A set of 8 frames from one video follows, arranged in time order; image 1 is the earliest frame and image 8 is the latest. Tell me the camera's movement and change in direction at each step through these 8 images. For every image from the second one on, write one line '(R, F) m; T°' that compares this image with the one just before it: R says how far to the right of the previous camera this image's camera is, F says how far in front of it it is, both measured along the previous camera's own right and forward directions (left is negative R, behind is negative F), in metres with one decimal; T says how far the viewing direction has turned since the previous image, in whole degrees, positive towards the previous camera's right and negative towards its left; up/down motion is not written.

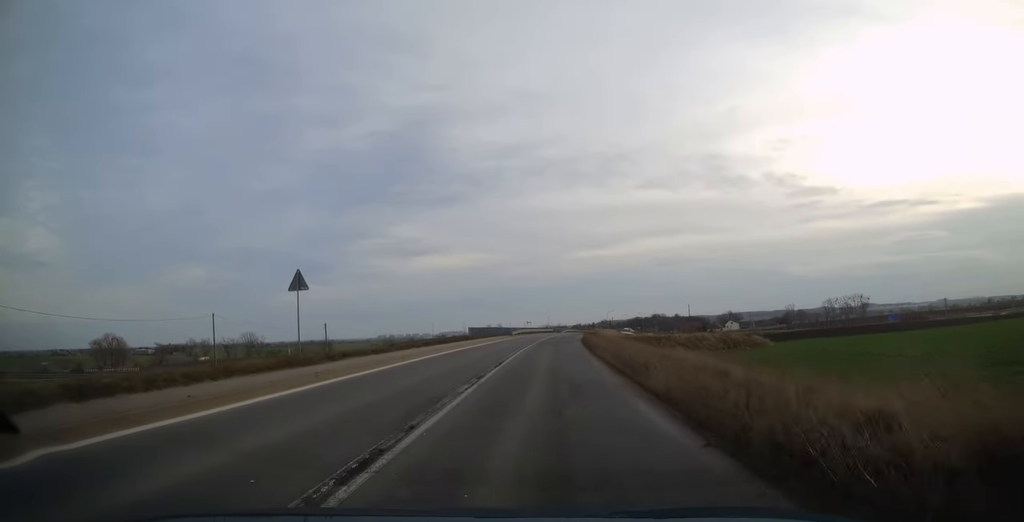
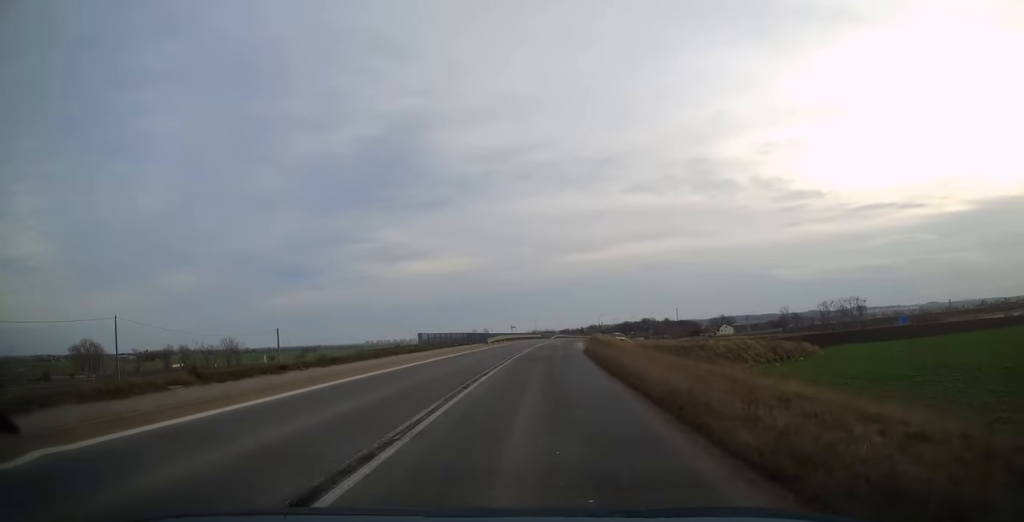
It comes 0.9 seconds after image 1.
(+0.4, +17.6) m; +1°
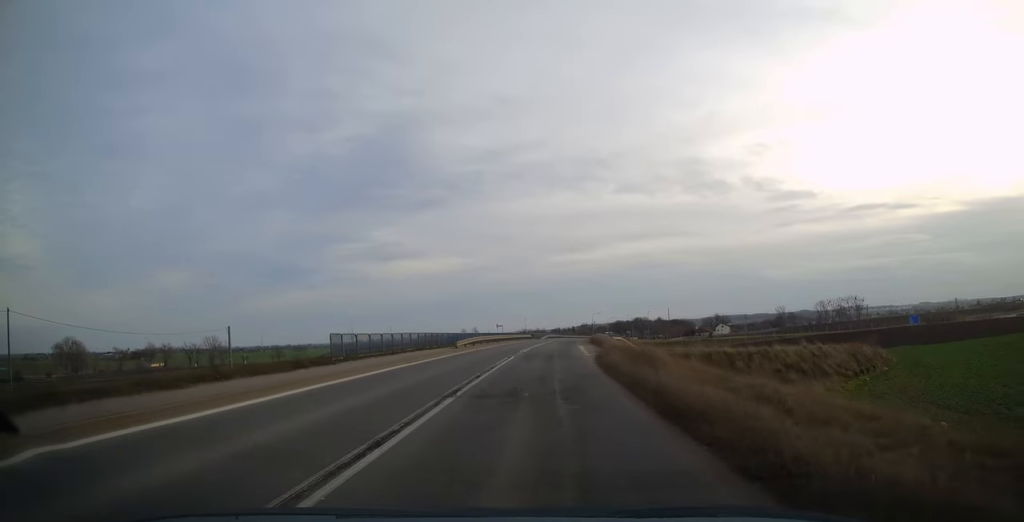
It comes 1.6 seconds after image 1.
(0.0, +14.6) m; +1°
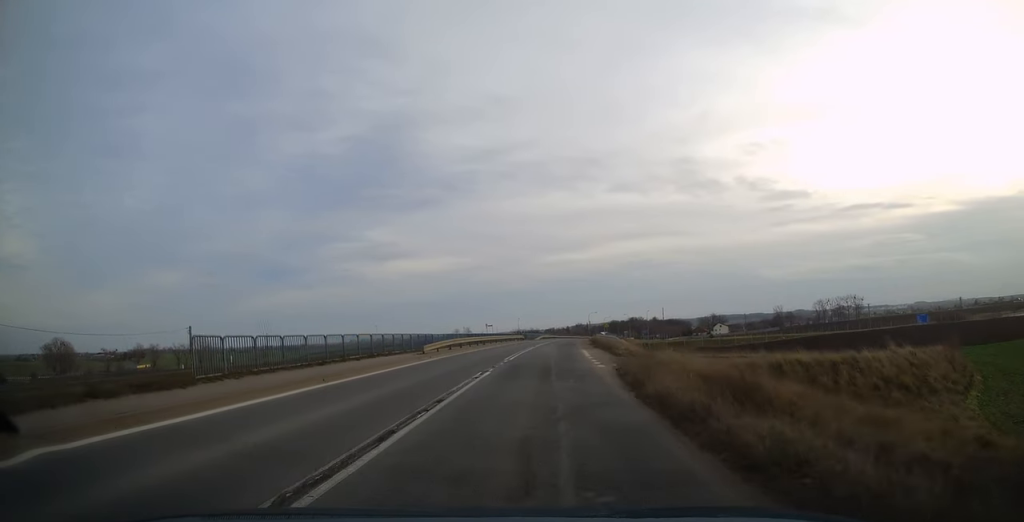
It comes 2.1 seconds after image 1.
(0.0, +9.7) m; +1°
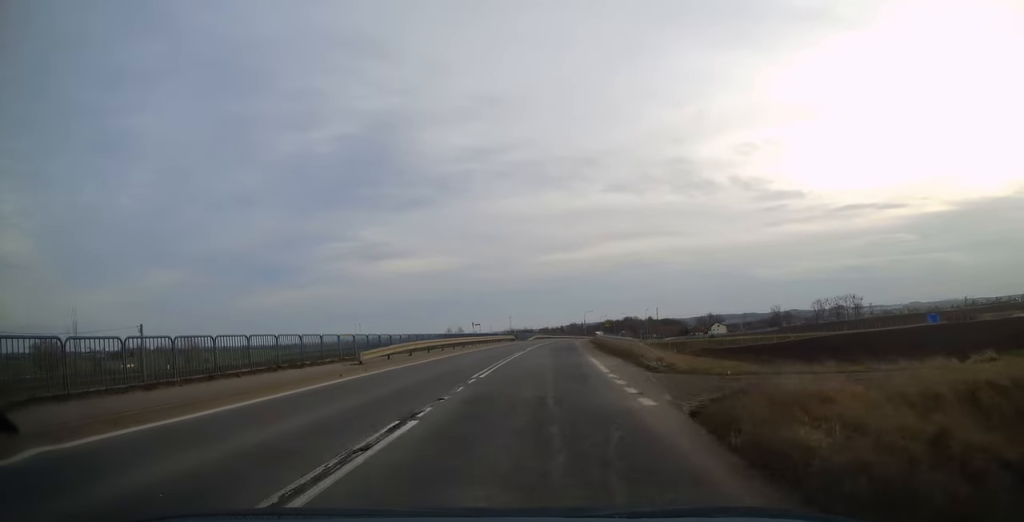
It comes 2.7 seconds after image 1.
(+0.2, +10.4) m; +1°
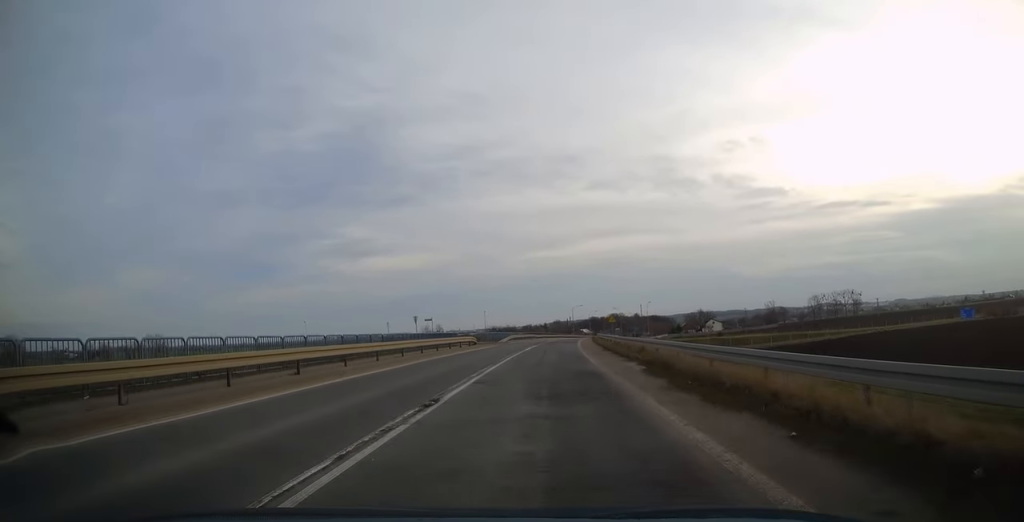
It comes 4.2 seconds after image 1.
(+0.3, +29.2) m; +1°
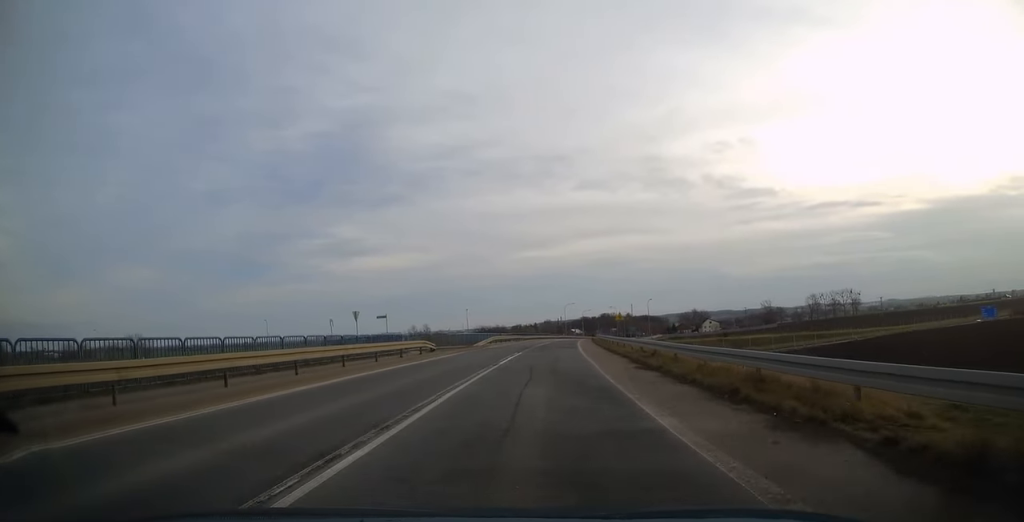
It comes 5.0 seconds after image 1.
(0.0, +15.9) m; +1°
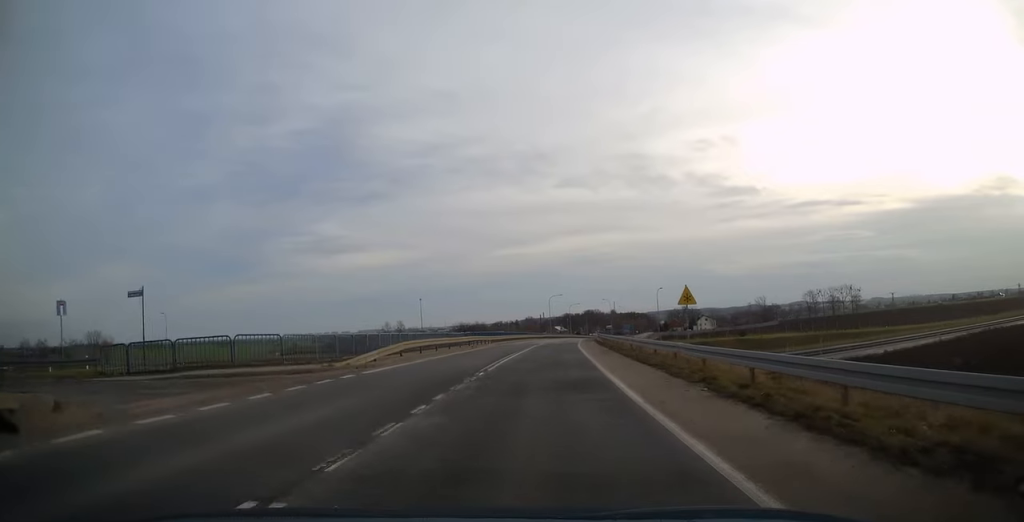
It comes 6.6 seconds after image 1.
(+0.7, +31.5) m; +1°
